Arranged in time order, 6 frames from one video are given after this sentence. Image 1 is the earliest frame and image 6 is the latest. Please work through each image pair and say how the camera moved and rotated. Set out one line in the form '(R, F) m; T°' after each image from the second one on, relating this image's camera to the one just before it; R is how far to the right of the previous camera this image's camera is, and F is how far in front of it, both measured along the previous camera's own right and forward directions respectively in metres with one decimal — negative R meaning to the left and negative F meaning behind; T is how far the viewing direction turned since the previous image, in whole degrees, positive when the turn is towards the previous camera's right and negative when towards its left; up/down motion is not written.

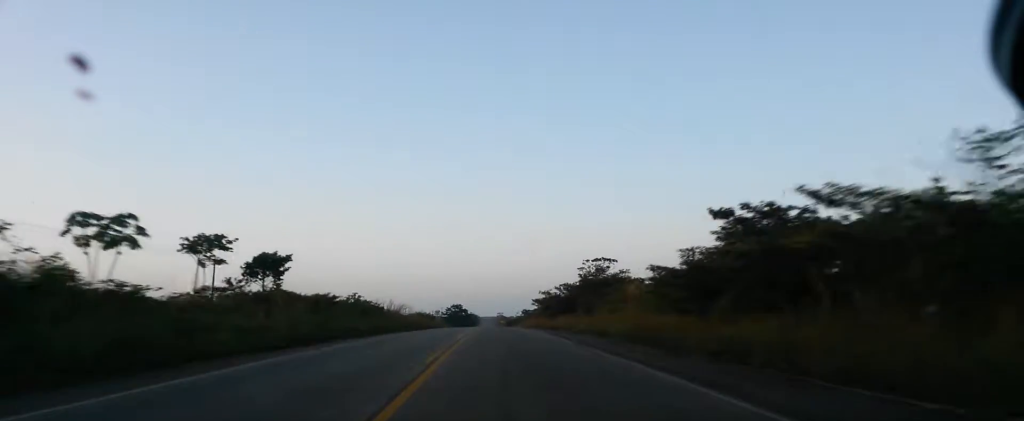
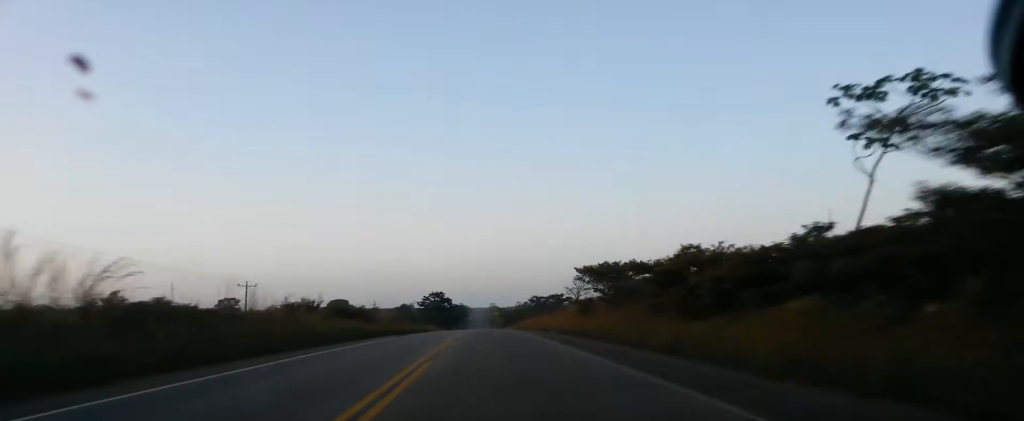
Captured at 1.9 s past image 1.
(0.0, +62.9) m; 0°
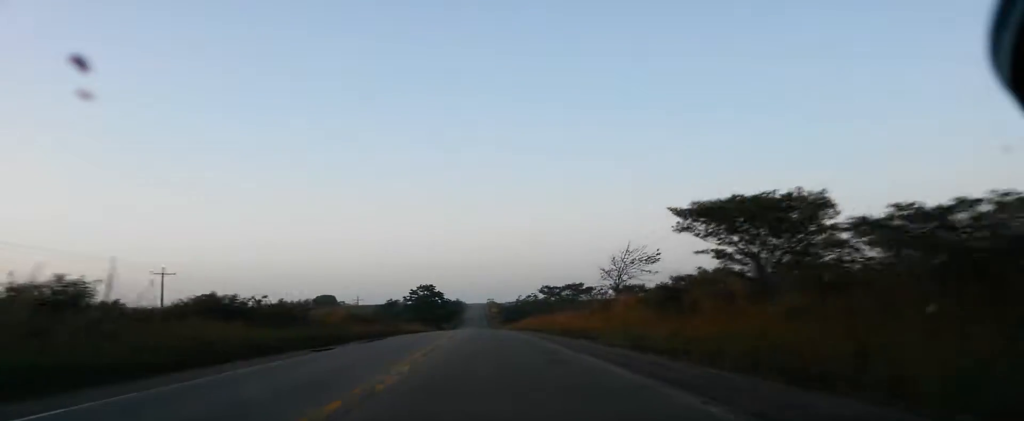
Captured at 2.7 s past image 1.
(0.0, +26.1) m; 0°
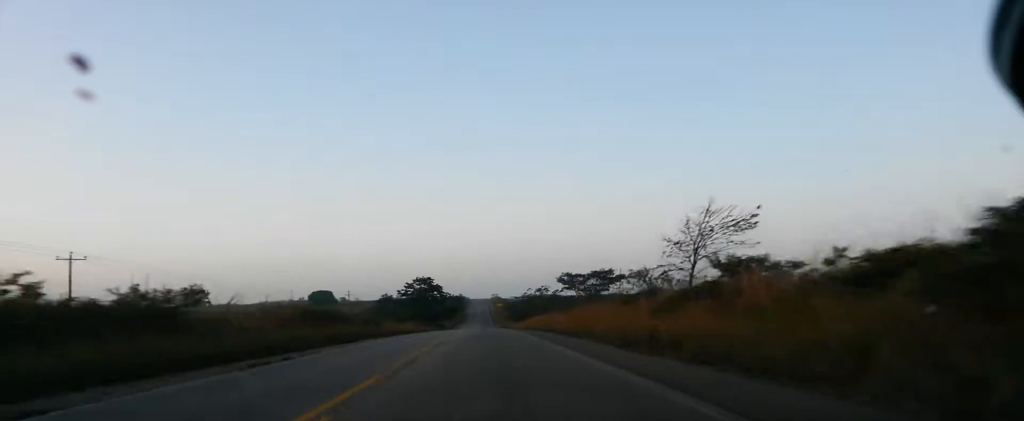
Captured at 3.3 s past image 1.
(0.0, +18.5) m; 0°
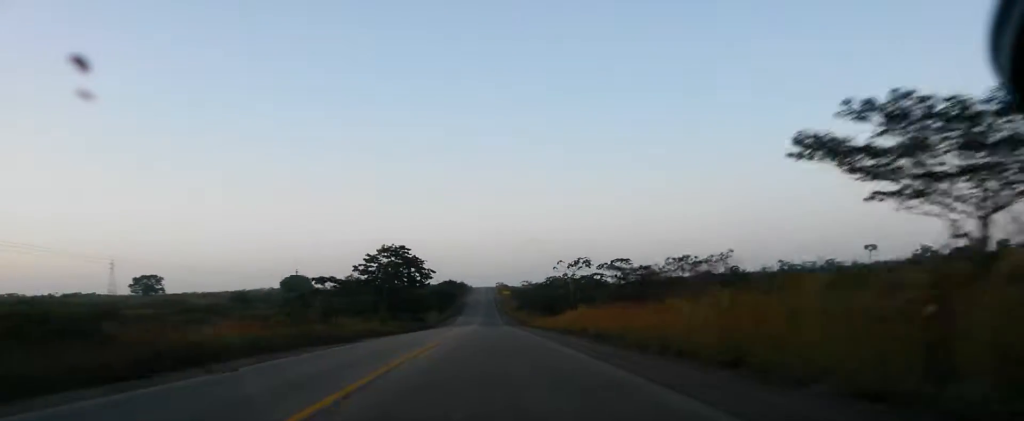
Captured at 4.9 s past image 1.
(+0.2, +52.8) m; 0°
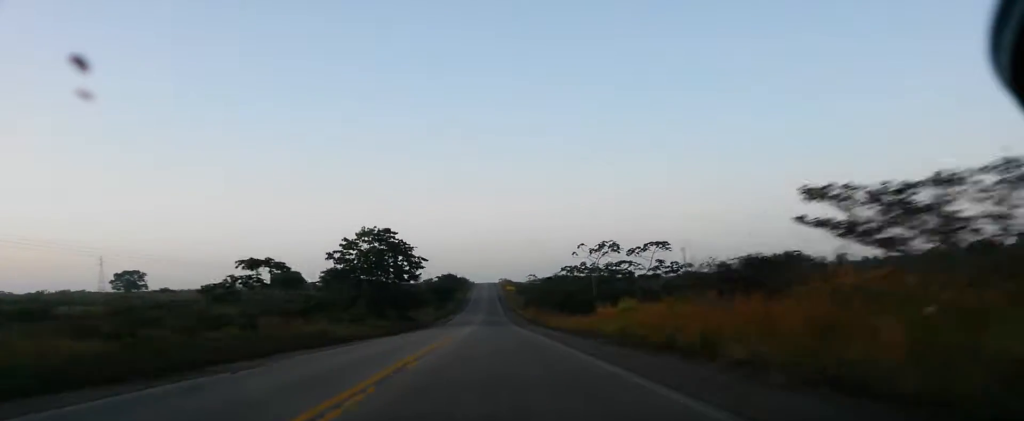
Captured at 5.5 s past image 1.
(0.0, +17.4) m; 0°
